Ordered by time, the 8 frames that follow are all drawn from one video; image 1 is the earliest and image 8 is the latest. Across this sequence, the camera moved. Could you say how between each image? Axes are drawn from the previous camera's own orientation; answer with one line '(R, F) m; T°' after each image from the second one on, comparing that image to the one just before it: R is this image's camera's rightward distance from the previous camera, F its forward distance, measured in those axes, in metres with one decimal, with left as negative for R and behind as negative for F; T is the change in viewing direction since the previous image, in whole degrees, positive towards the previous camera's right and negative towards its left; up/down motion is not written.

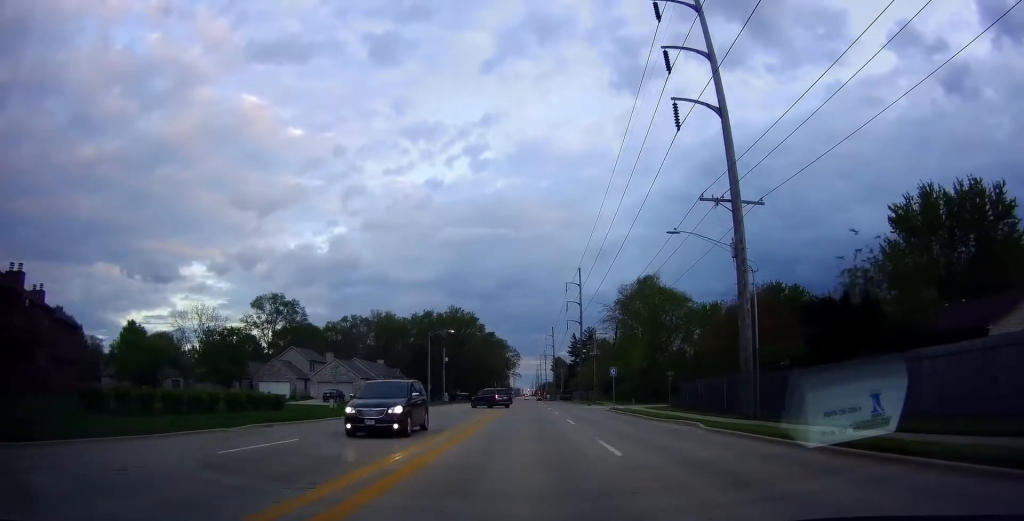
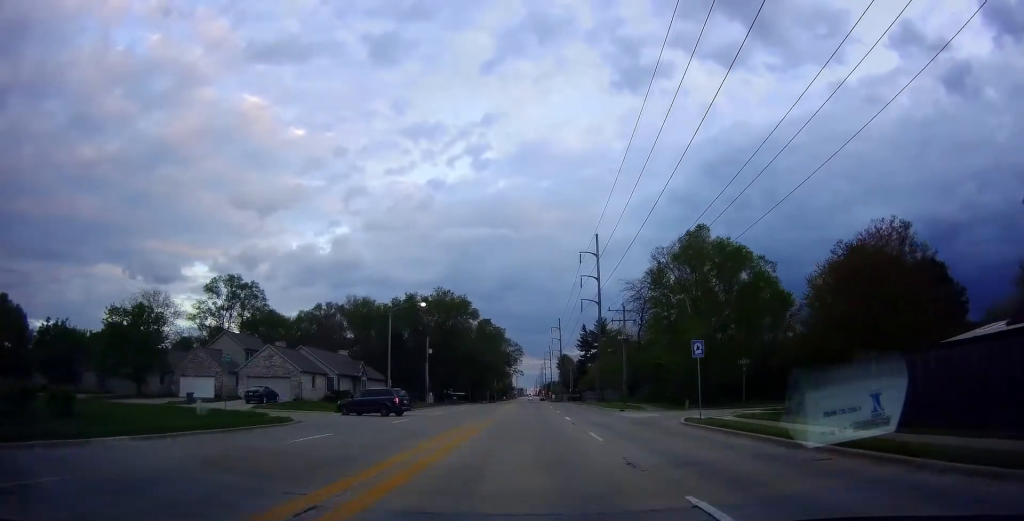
(0.0, +20.7) m; 0°
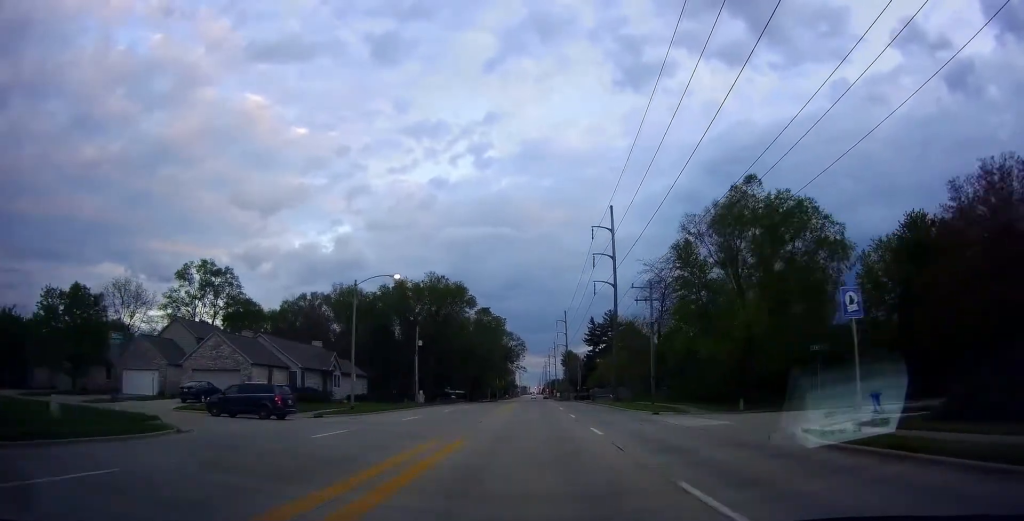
(0.0, +10.8) m; 0°
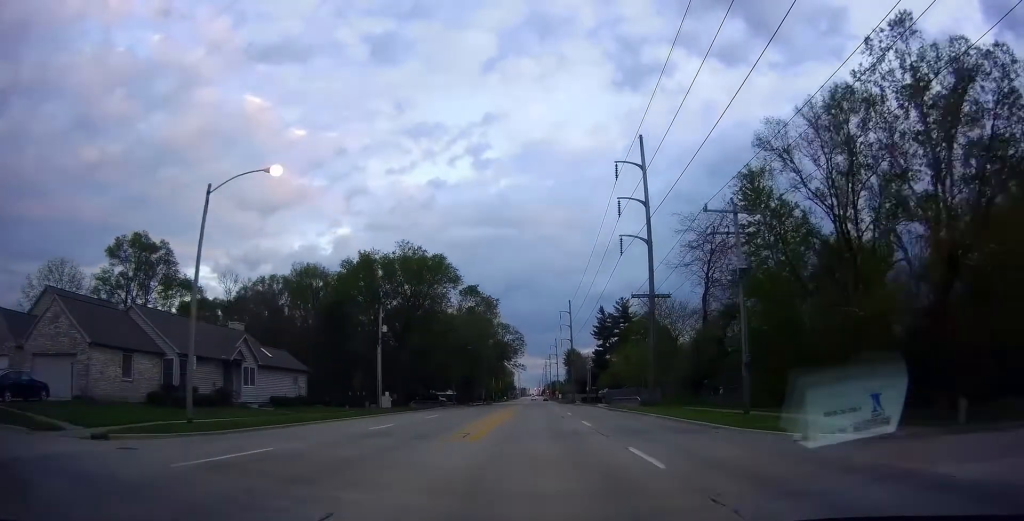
(0.0, +19.0) m; 0°
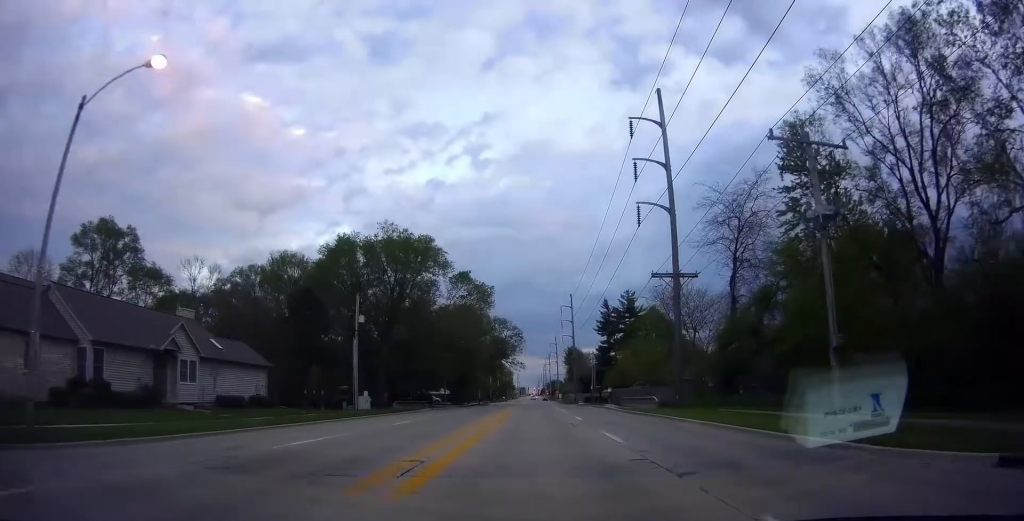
(0.0, +7.3) m; 0°
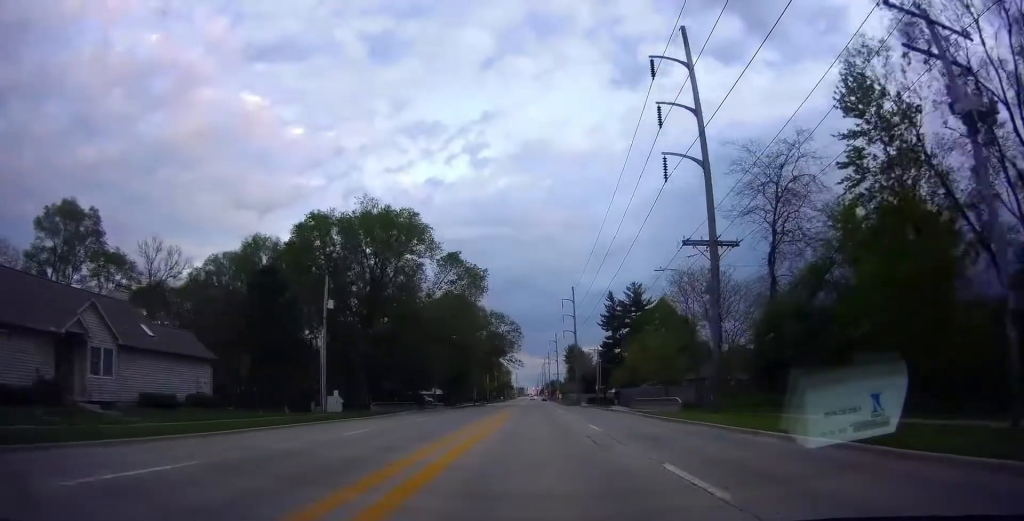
(0.0, +8.5) m; 0°
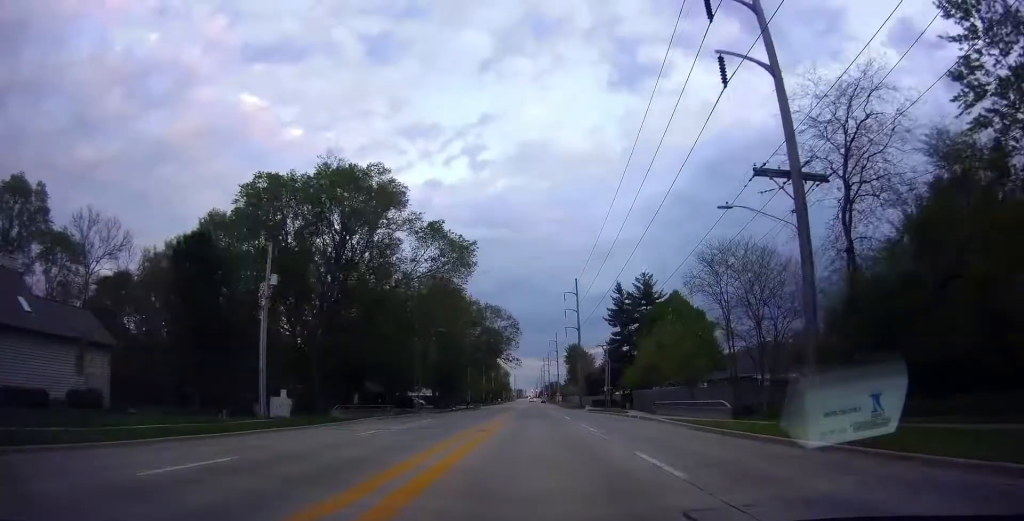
(0.0, +9.6) m; 0°
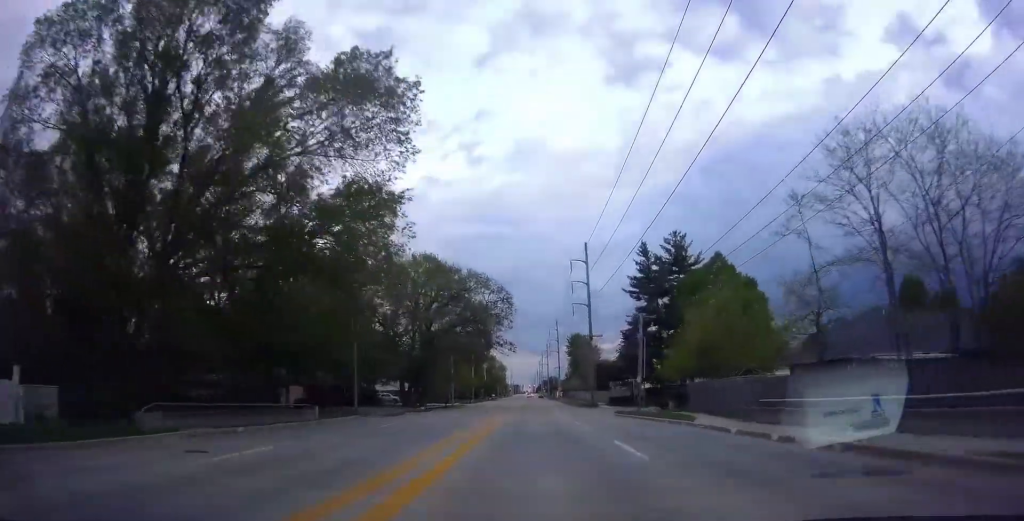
(0.0, +22.5) m; 0°
